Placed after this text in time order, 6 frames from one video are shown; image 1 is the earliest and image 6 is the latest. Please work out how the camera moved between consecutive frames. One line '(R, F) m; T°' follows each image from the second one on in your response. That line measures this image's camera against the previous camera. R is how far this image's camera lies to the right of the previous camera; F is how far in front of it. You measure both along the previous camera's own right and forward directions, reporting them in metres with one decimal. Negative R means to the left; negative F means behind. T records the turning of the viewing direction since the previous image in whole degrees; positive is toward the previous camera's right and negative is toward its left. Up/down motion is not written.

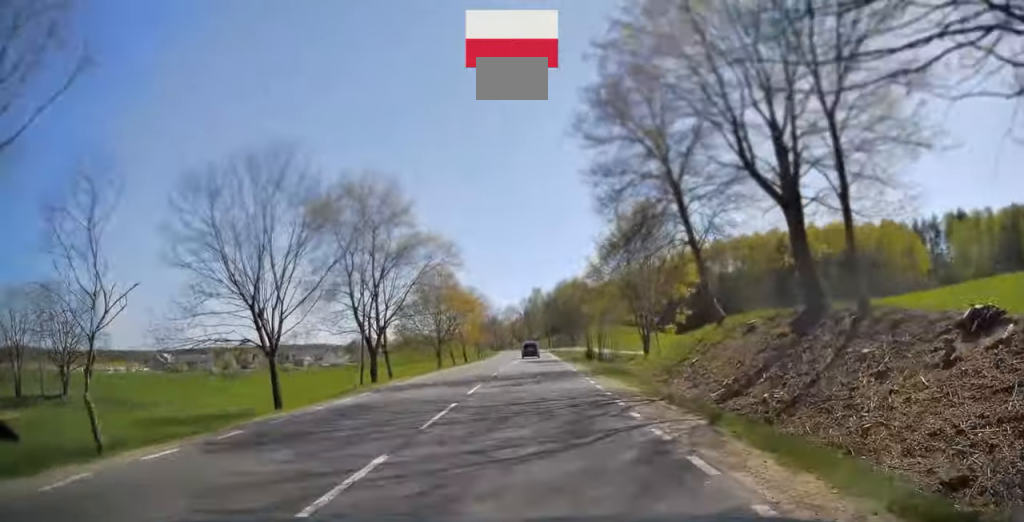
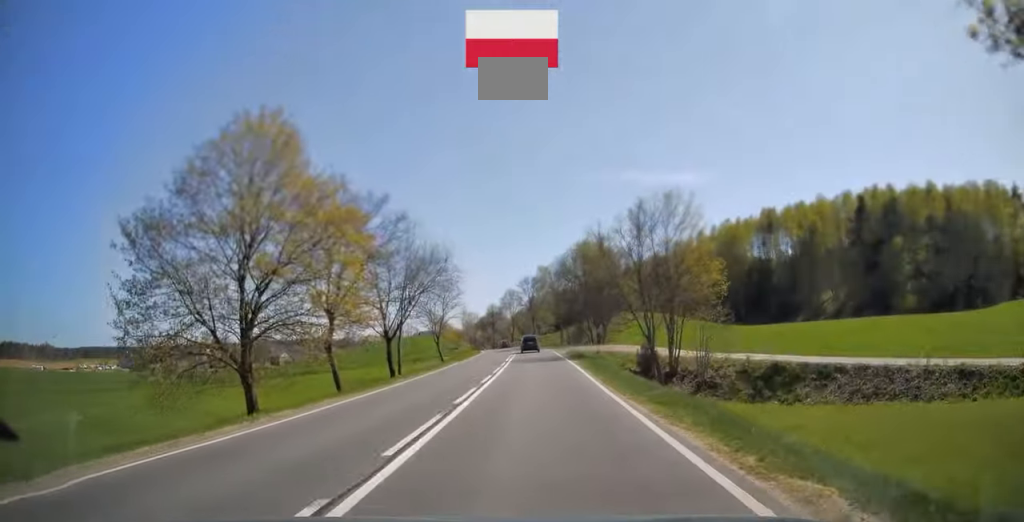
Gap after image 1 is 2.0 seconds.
(-0.3, +45.6) m; -1°
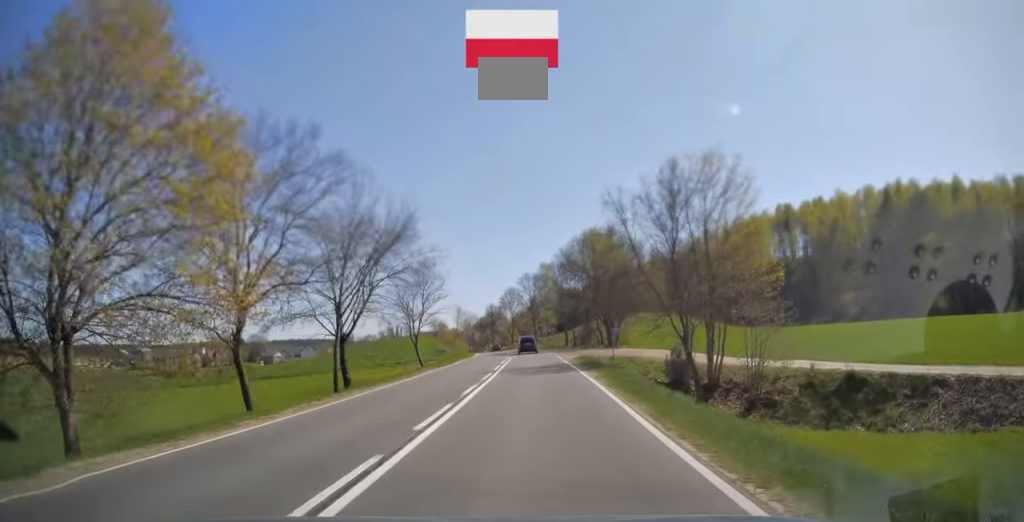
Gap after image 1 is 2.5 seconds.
(0.0, +10.1) m; 0°
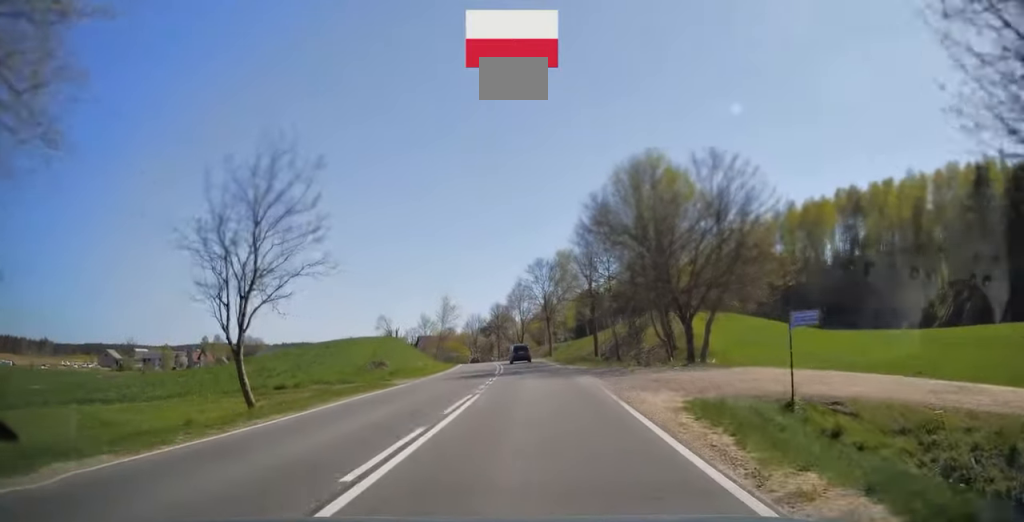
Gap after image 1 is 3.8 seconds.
(-0.3, +28.0) m; -2°
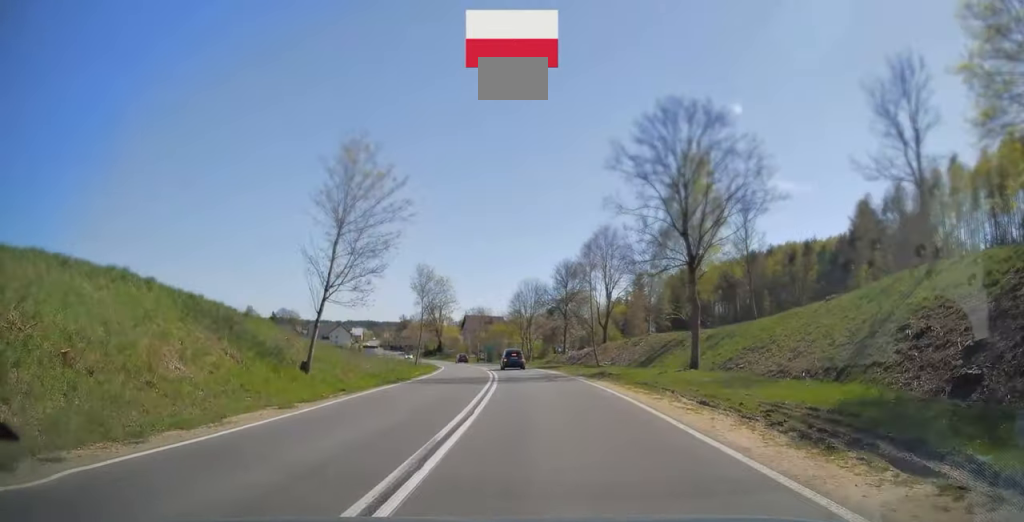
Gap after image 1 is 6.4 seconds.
(-2.9, +56.6) m; -7°
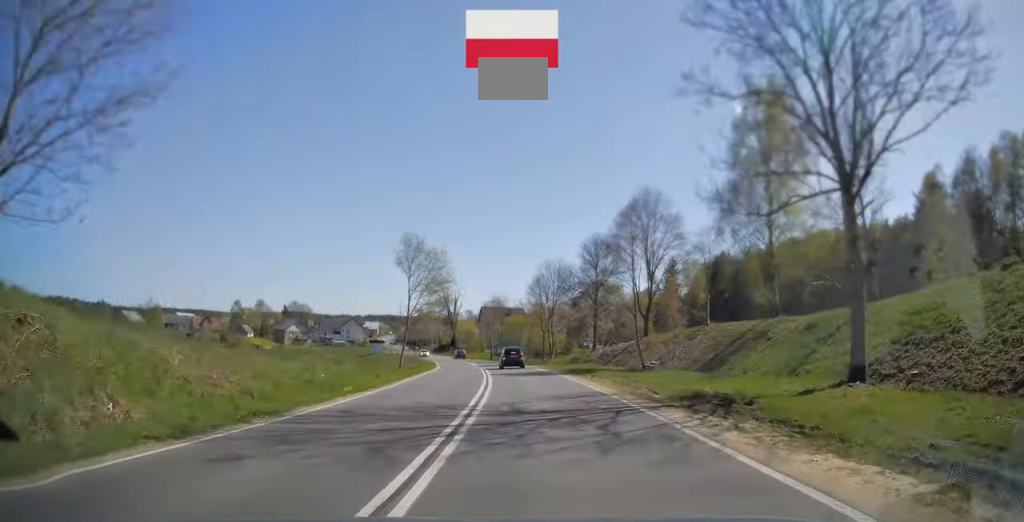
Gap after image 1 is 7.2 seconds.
(-0.4, +15.4) m; -2°
